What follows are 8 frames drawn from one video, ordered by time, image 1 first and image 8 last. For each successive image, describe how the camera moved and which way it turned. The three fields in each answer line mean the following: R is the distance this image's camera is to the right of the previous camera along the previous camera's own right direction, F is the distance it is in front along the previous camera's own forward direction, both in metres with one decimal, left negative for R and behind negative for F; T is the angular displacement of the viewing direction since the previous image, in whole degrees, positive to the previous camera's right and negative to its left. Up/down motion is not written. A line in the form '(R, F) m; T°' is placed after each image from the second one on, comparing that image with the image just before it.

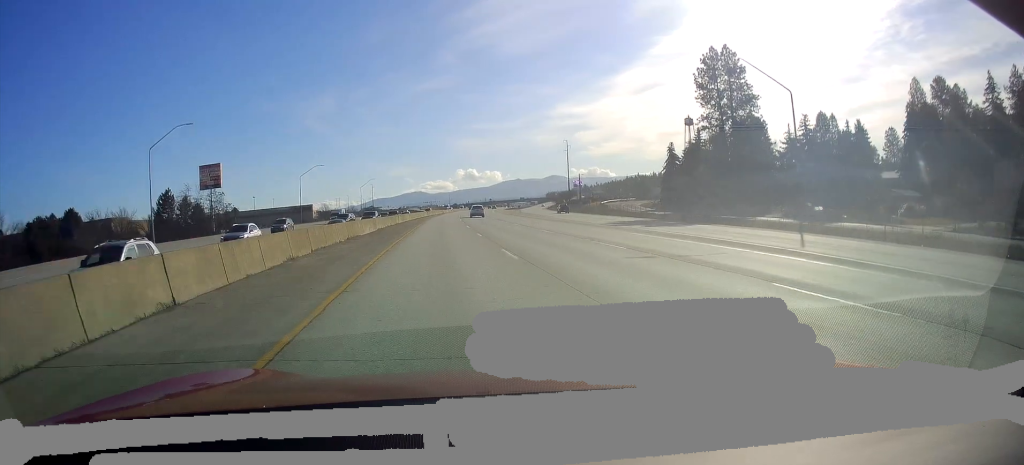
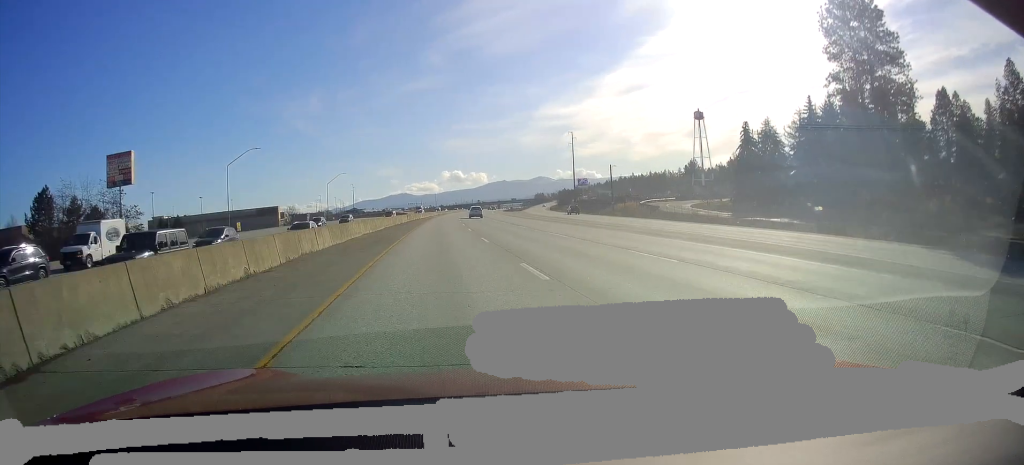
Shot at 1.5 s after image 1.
(+1.4, +41.6) m; +3°
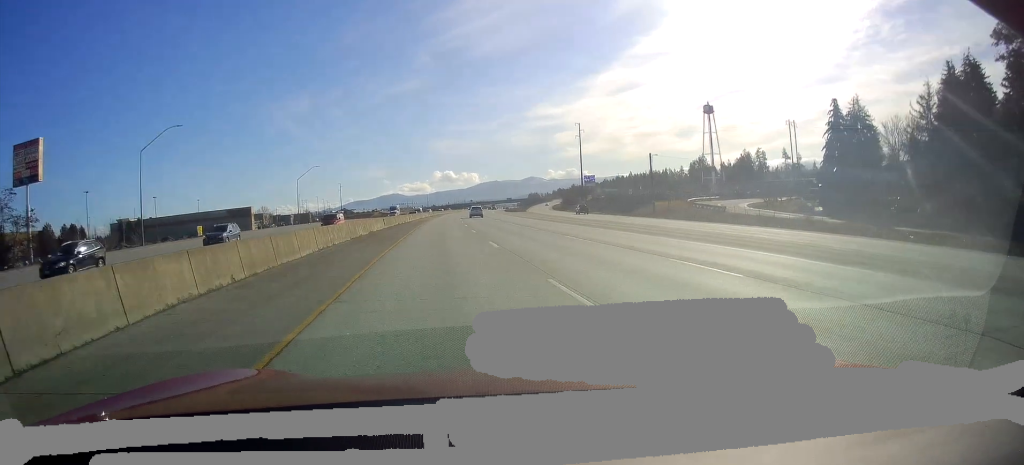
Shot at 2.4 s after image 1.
(+0.3, +27.3) m; +1°
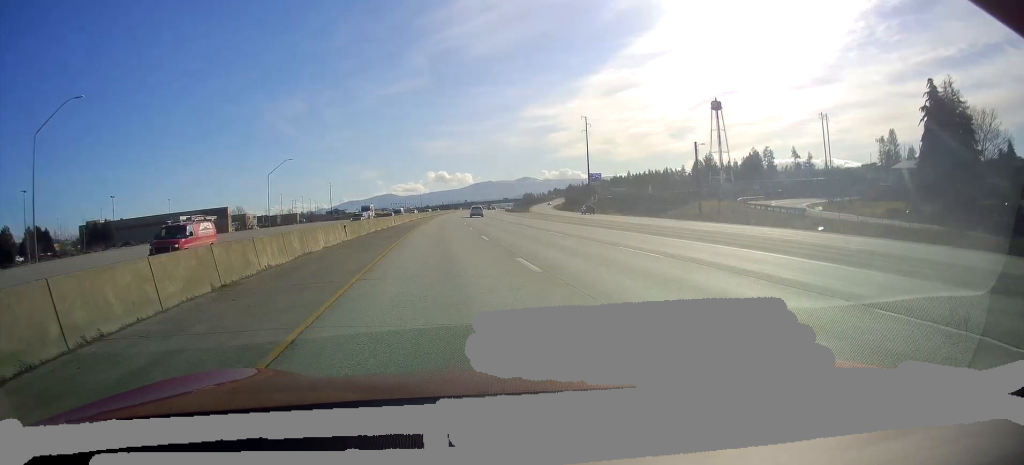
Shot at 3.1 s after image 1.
(0.0, +20.2) m; +1°
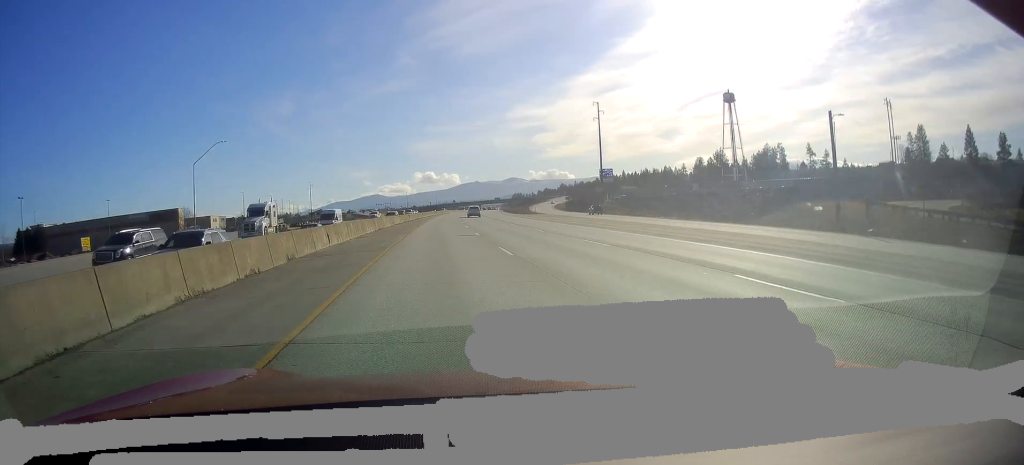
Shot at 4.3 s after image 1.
(+0.5, +32.1) m; +1°
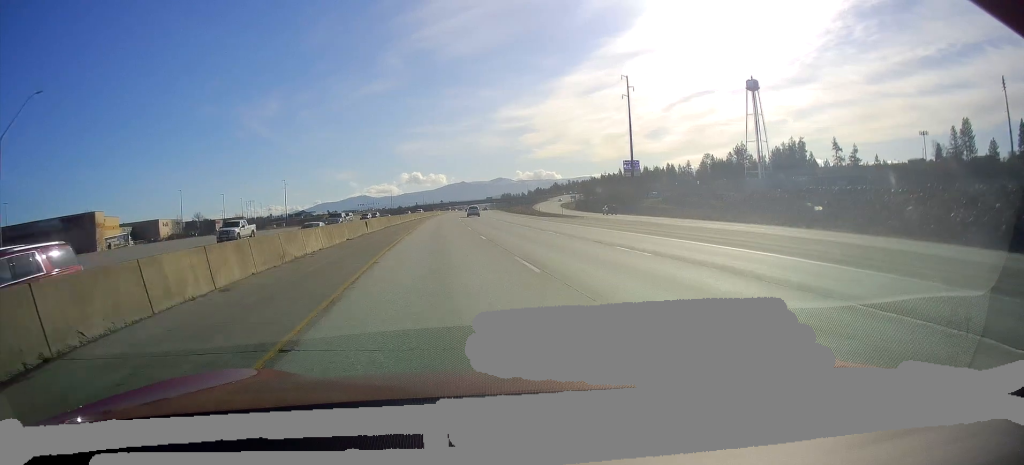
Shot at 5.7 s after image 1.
(0.0, +40.5) m; 0°
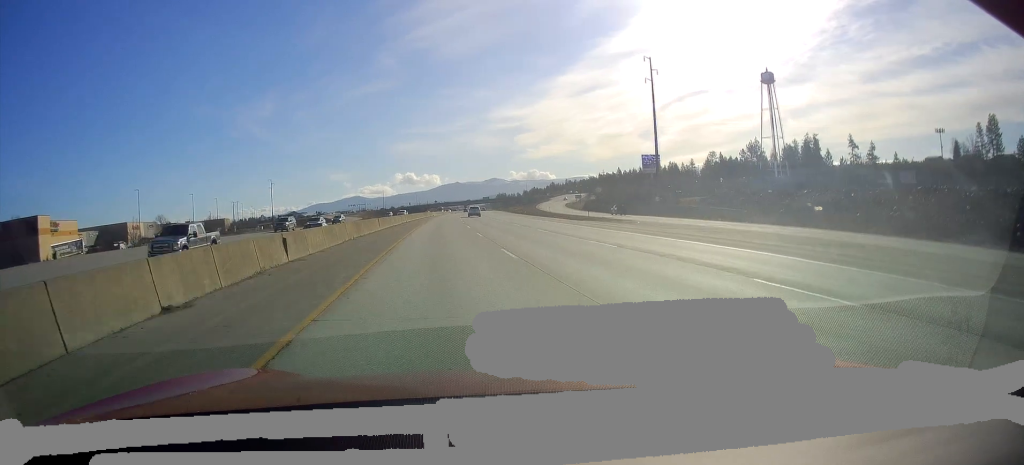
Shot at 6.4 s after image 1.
(0.0, +21.5) m; 0°
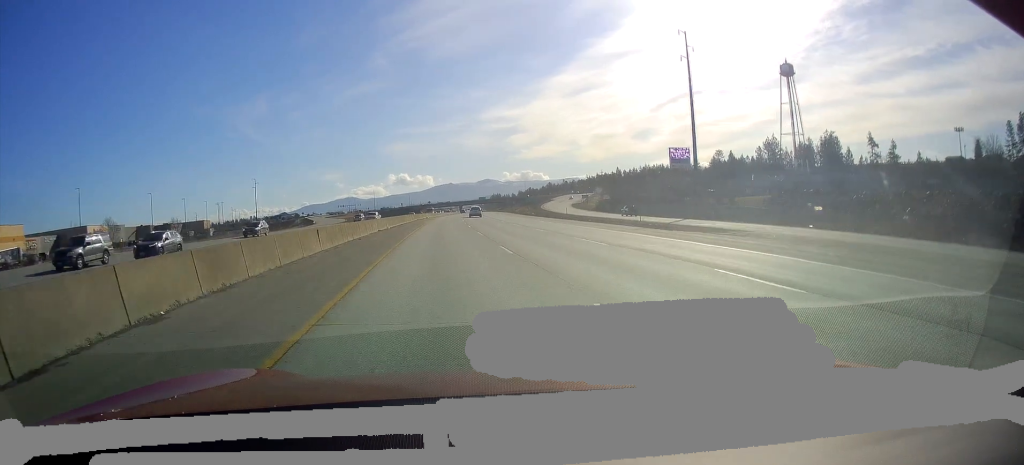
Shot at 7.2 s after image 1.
(+0.1, +22.7) m; +1°
